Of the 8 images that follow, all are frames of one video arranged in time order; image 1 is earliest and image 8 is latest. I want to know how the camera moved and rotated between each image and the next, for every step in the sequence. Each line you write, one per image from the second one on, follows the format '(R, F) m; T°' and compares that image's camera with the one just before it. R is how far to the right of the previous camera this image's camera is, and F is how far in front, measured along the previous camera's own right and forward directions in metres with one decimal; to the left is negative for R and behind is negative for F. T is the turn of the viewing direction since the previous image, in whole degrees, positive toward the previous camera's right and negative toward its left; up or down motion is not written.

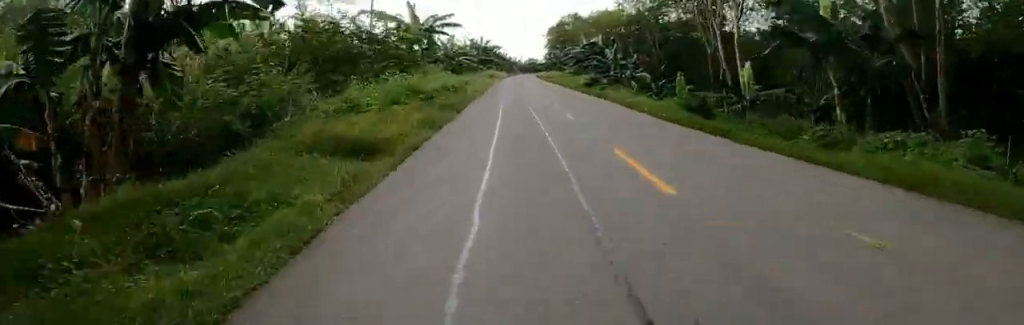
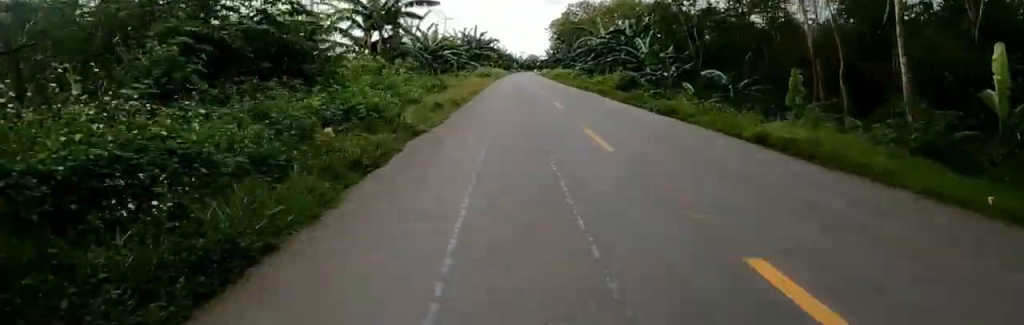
(-1.0, +12.7) m; +1°
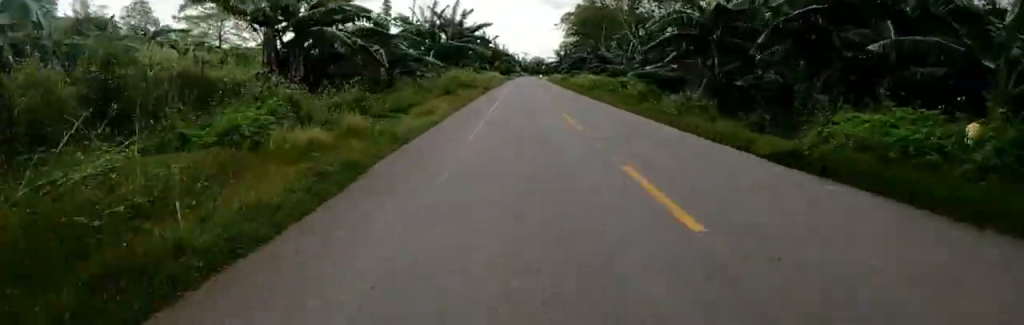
(+1.0, +27.0) m; -1°
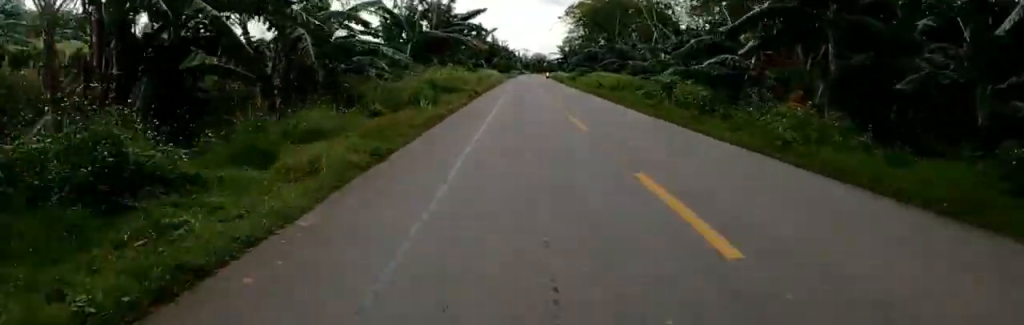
(+0.1, +7.9) m; +1°
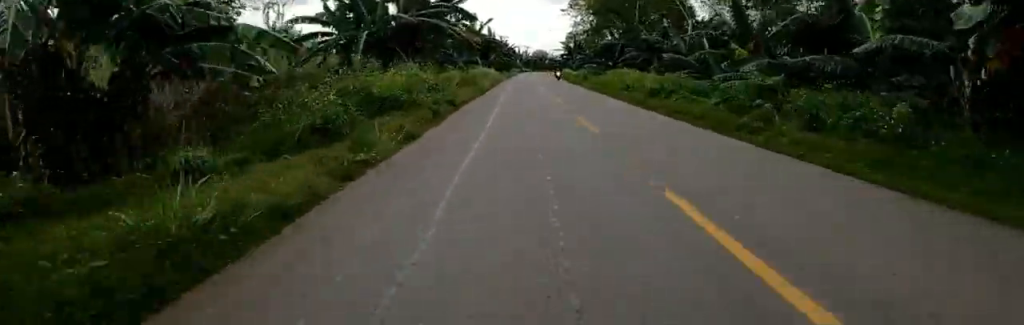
(+0.1, +8.3) m; 0°
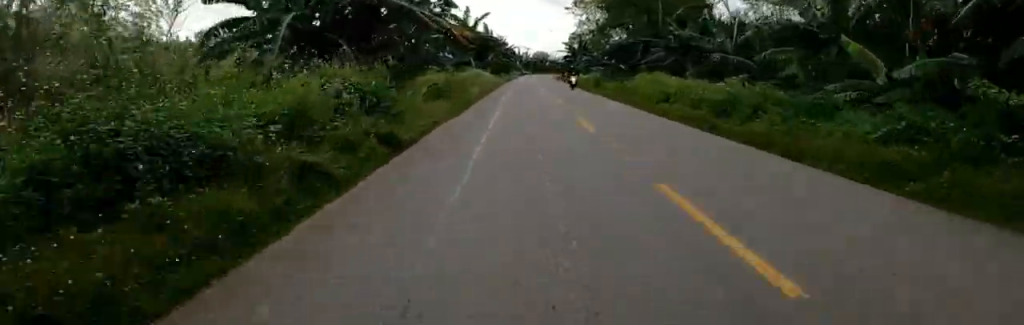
(0.0, +6.7) m; 0°
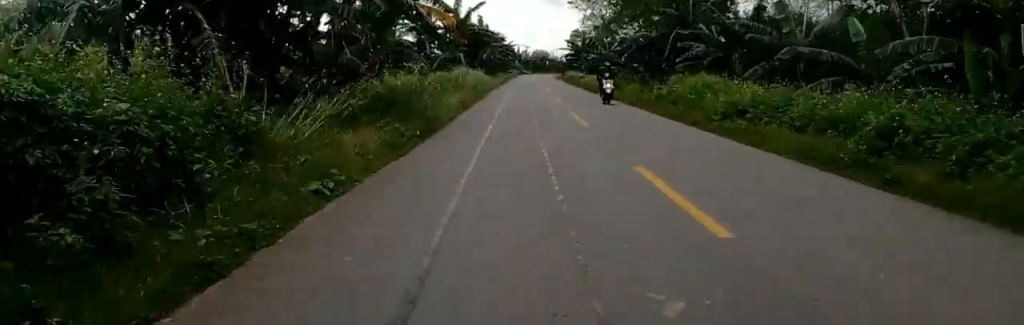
(0.0, +6.6) m; -1°
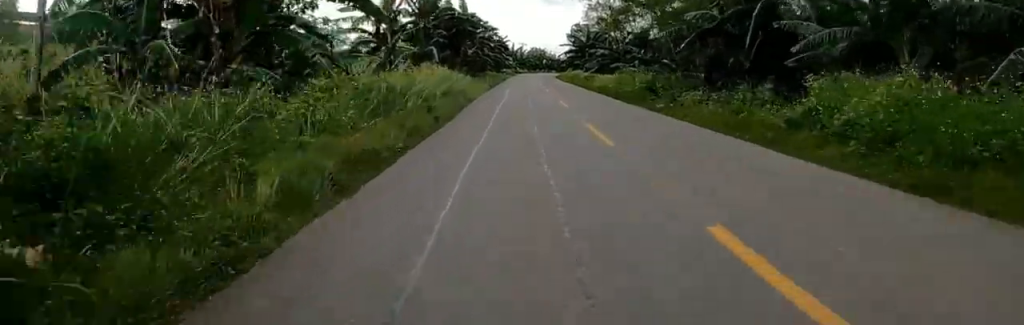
(-0.1, +10.7) m; +1°
